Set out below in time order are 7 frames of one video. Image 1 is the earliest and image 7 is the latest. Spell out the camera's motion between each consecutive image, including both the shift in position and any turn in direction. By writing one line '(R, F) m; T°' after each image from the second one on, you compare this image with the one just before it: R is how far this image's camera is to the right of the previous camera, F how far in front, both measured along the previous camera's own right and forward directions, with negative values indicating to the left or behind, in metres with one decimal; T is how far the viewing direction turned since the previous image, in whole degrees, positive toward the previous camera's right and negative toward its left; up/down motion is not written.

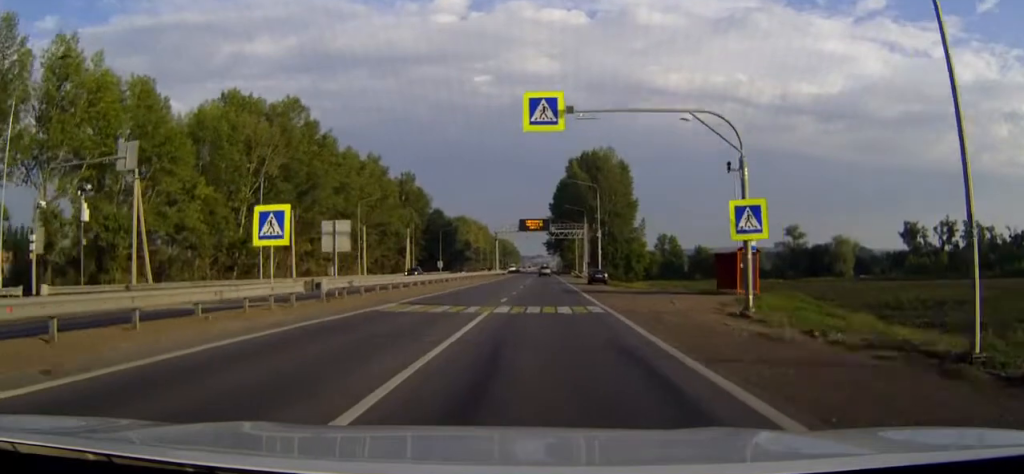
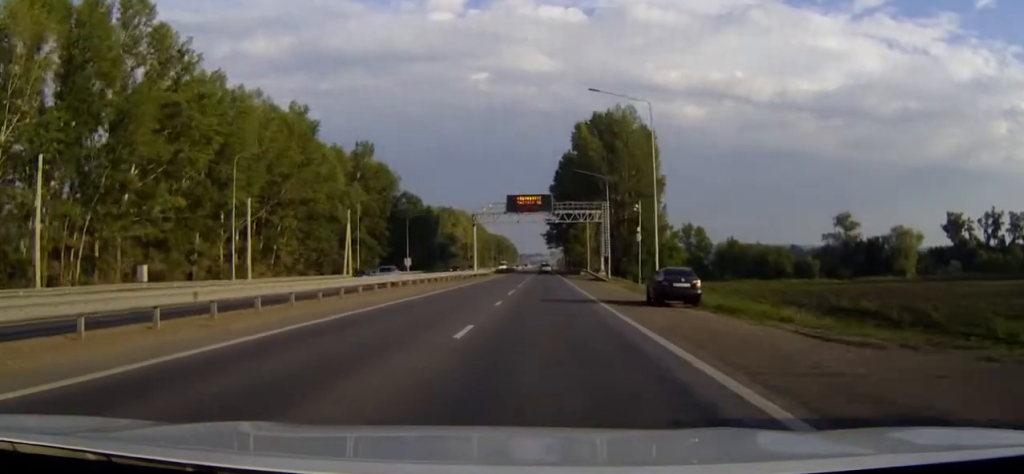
(0.0, +39.7) m; 0°
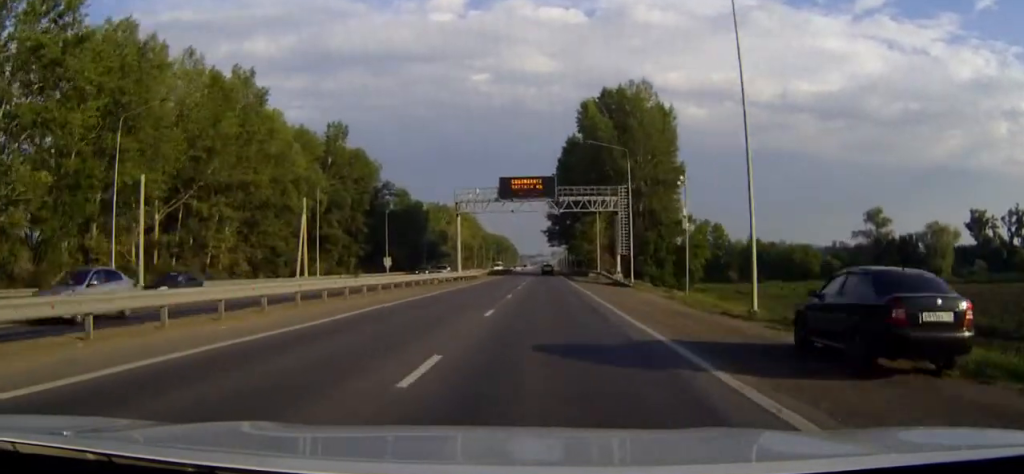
(0.0, +17.9) m; 0°
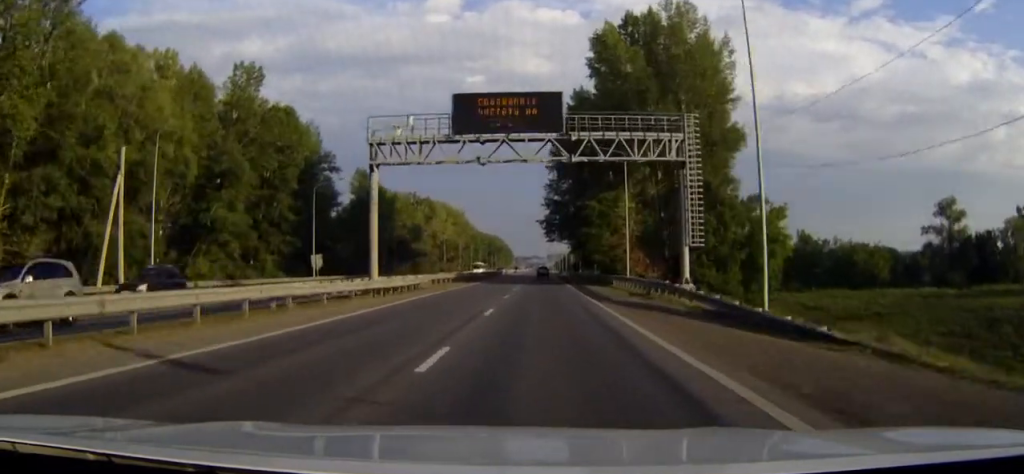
(+0.1, +34.6) m; 0°
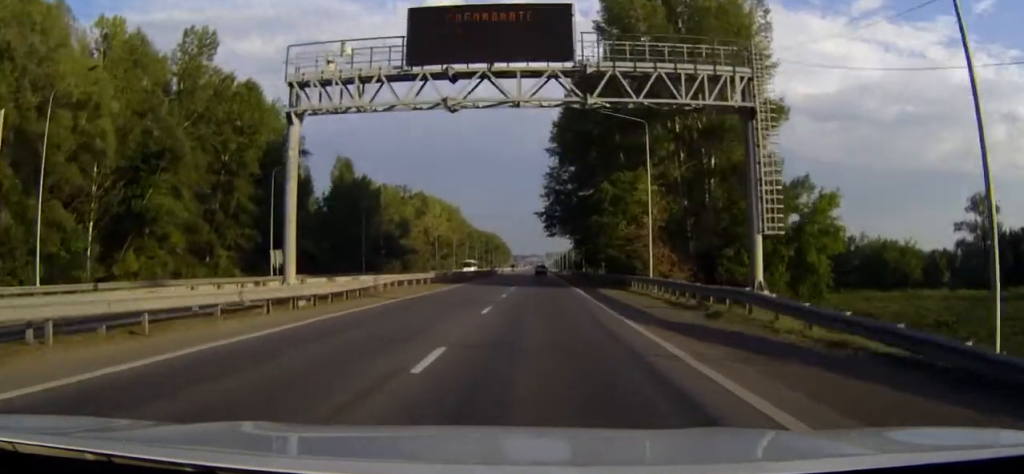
(0.0, +12.3) m; 0°
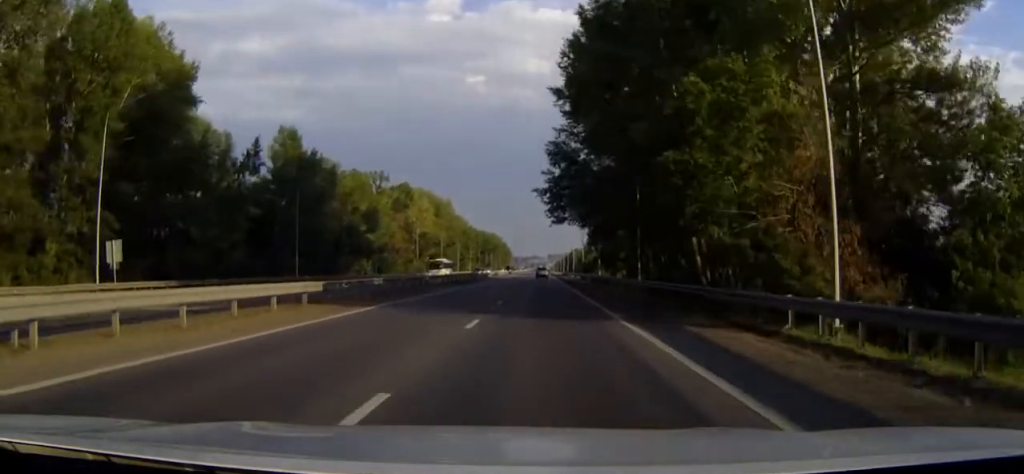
(-0.1, +28.5) m; 0°
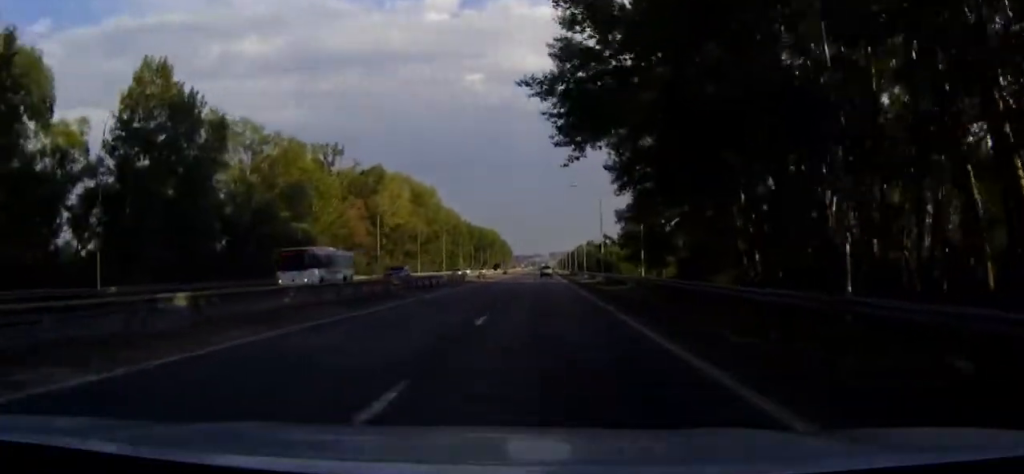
(+0.1, +35.4) m; 0°
